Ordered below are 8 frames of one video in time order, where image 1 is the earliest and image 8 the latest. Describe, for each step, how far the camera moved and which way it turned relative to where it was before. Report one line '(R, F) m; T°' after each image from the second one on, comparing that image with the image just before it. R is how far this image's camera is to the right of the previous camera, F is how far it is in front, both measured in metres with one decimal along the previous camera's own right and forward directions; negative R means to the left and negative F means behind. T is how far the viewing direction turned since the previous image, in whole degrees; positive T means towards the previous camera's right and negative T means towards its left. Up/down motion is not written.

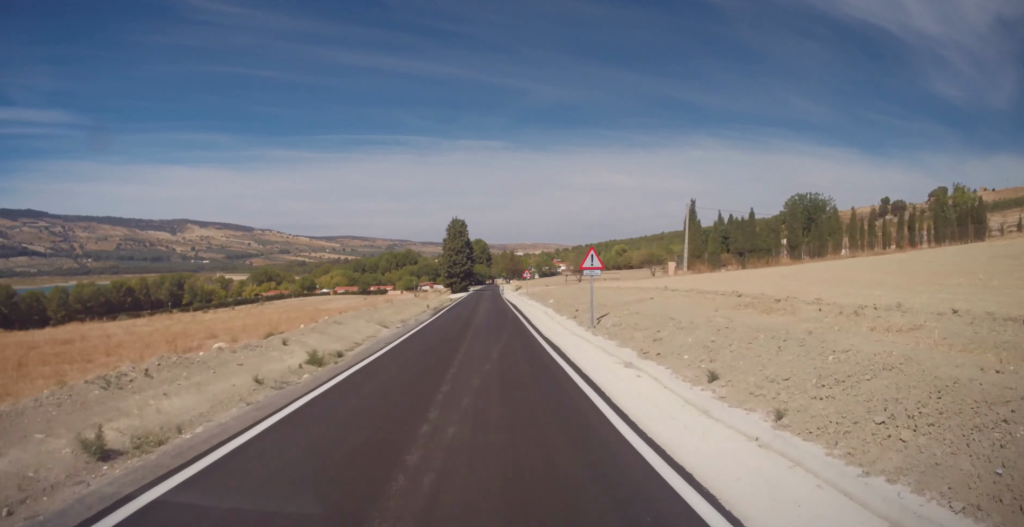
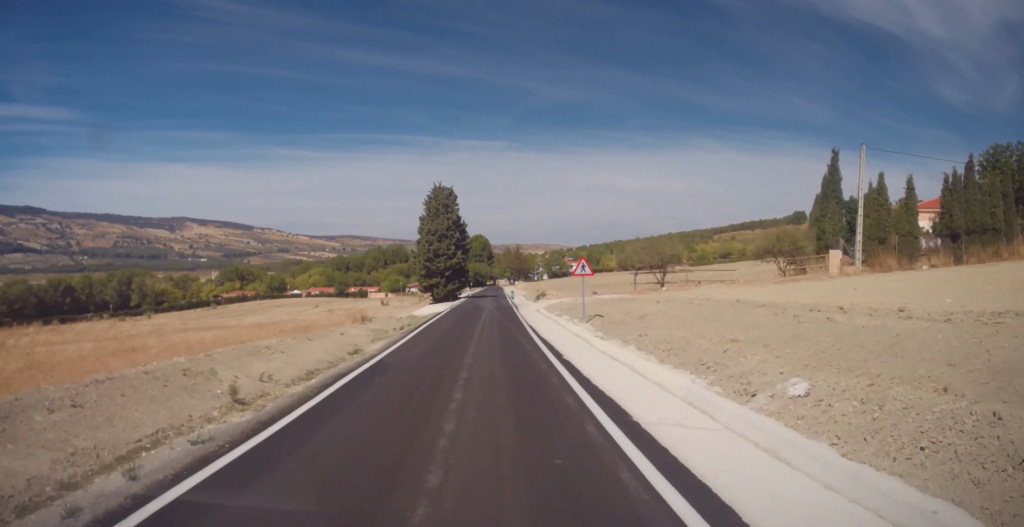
(+0.2, +34.1) m; 0°
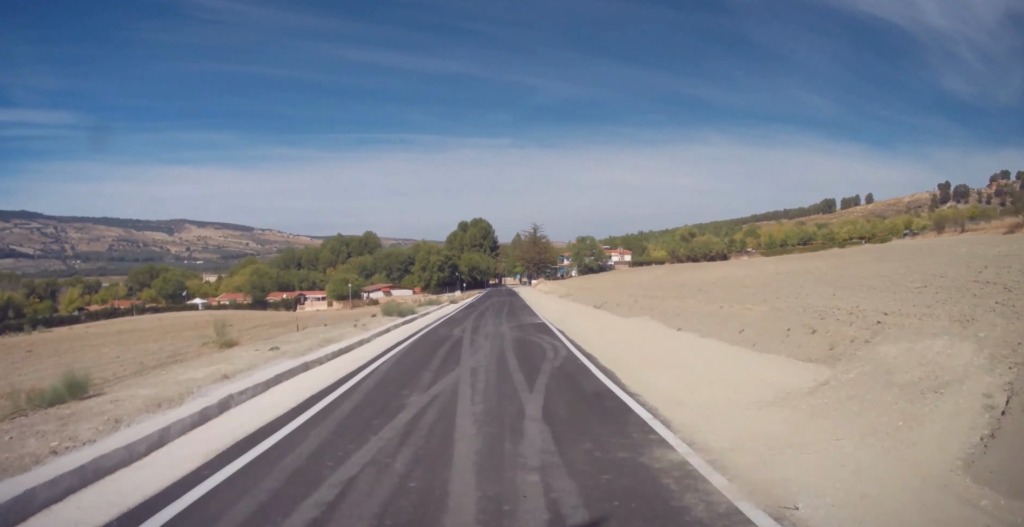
(+0.4, +67.9) m; 0°
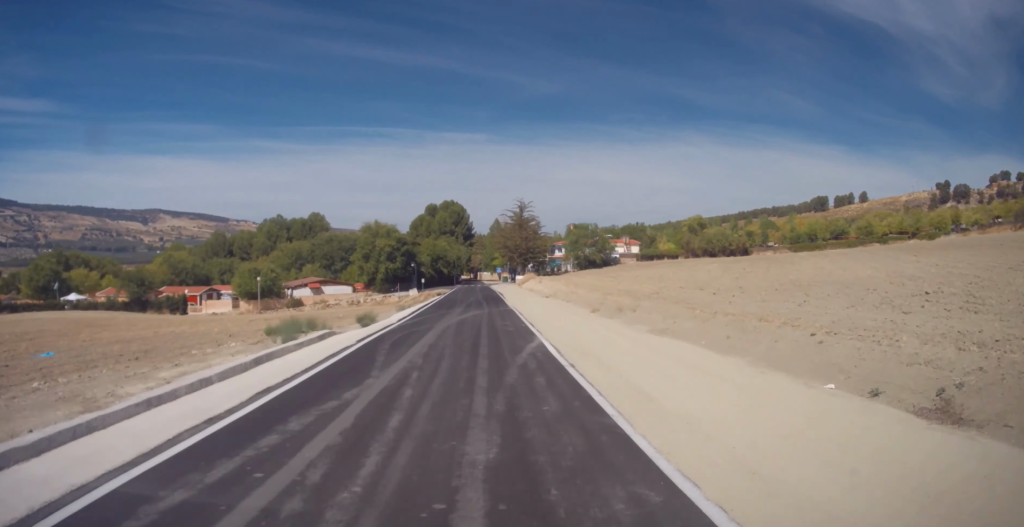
(-0.2, +32.8) m; 0°
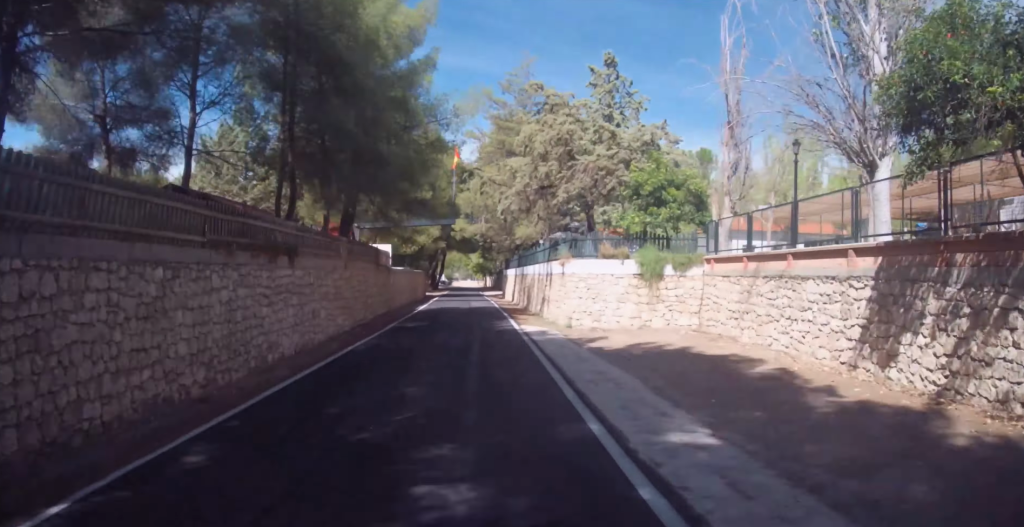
(-3.0, +190.1) m; -4°
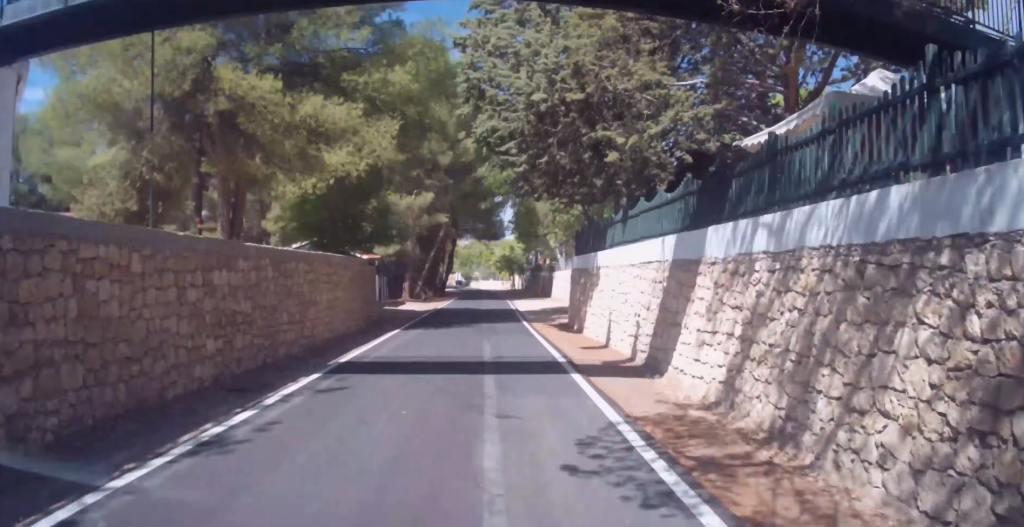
(0.0, +36.9) m; -1°
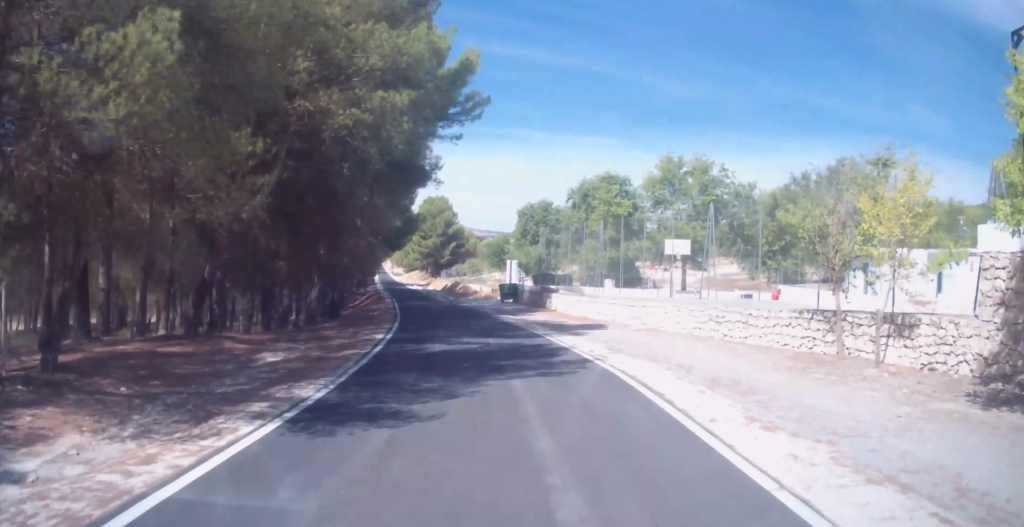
(-7.4, +108.9) m; -9°
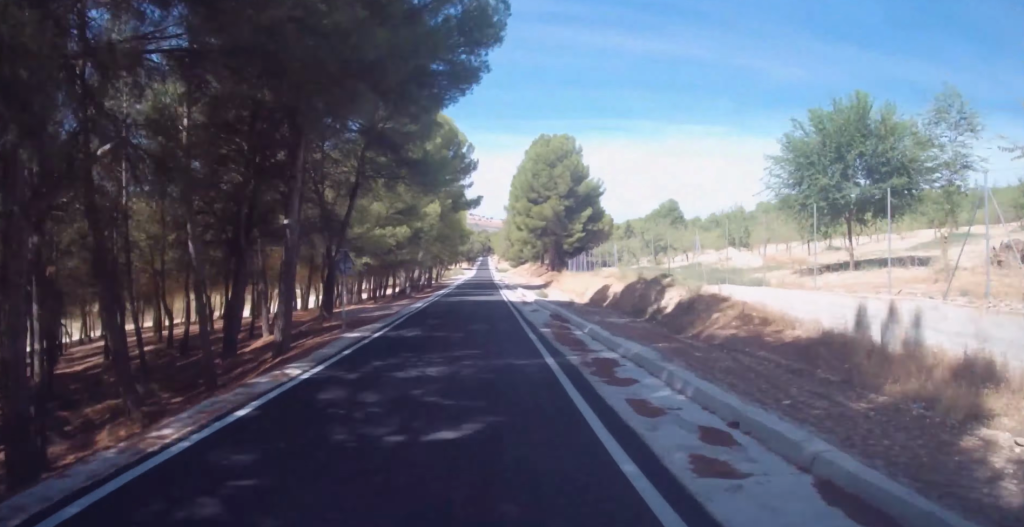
(-3.0, +56.6) m; -5°
